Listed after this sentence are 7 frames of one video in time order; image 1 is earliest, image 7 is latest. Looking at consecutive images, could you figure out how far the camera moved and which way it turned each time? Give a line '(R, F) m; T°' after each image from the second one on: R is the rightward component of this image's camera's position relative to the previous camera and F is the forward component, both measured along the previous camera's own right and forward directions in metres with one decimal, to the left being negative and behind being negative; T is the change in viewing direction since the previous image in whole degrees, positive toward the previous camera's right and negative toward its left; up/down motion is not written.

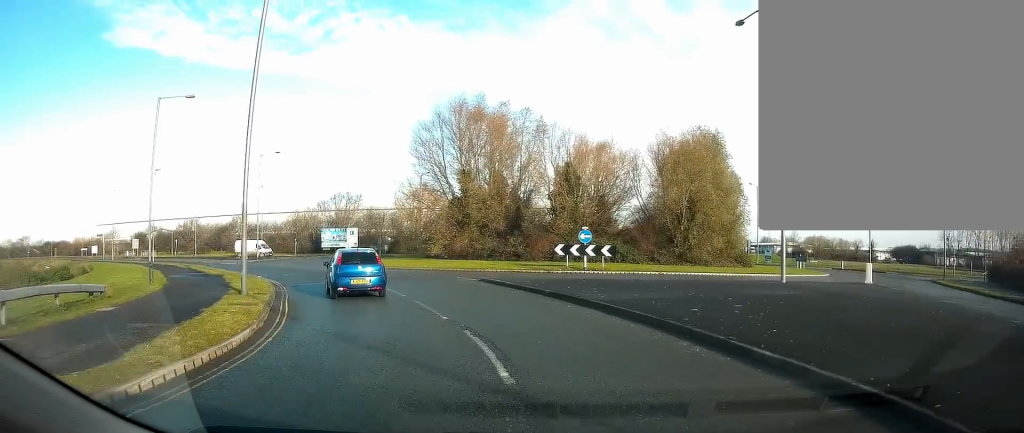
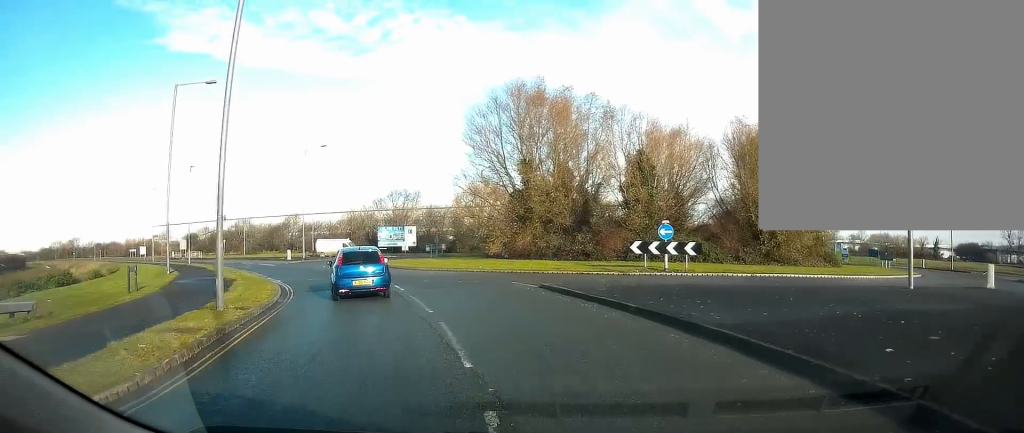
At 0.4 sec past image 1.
(0.0, +5.1) m; -3°
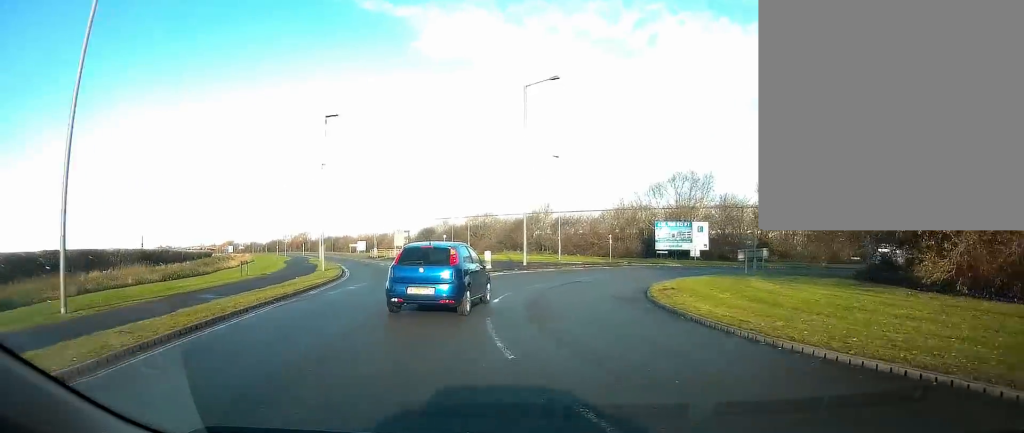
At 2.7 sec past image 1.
(-6.0, +25.4) m; -26°
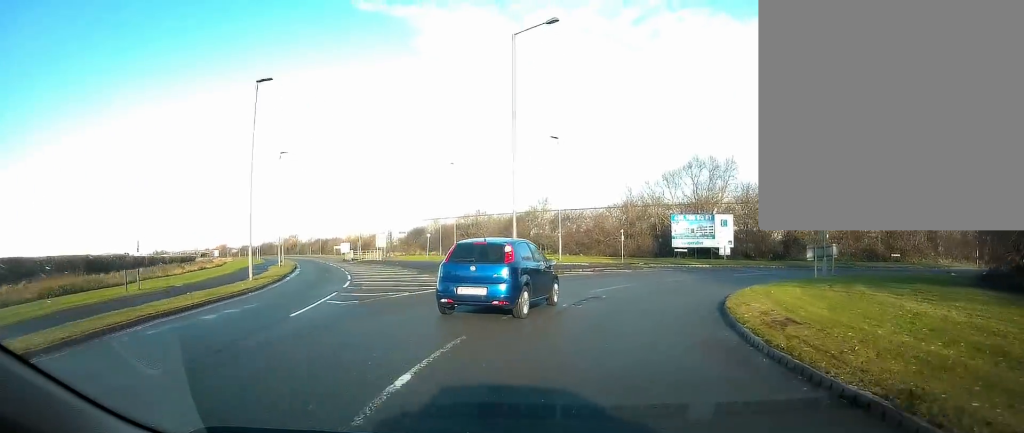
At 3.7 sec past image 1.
(-0.8, +10.4) m; -7°
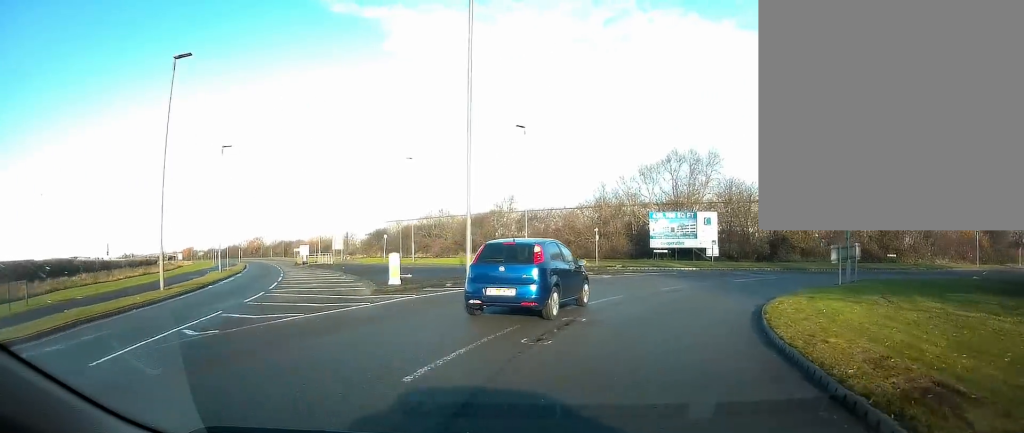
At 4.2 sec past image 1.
(-0.2, +5.8) m; -2°
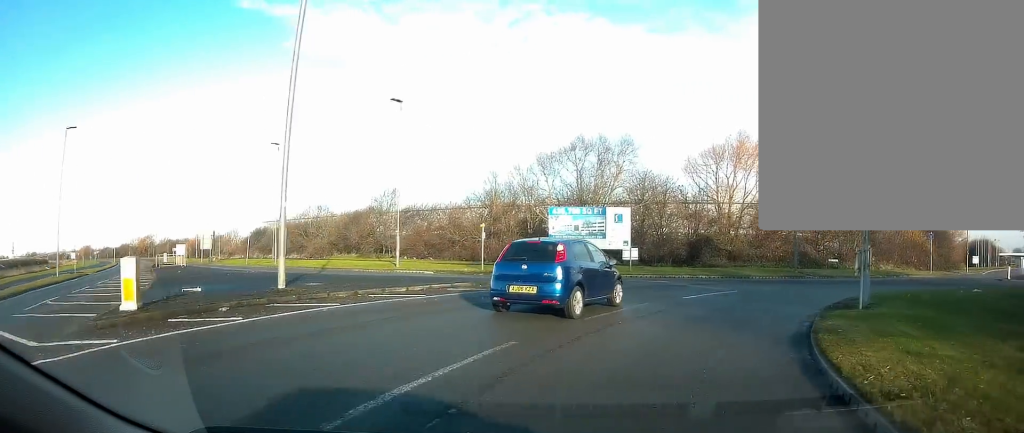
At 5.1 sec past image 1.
(-0.1, +8.9) m; +4°
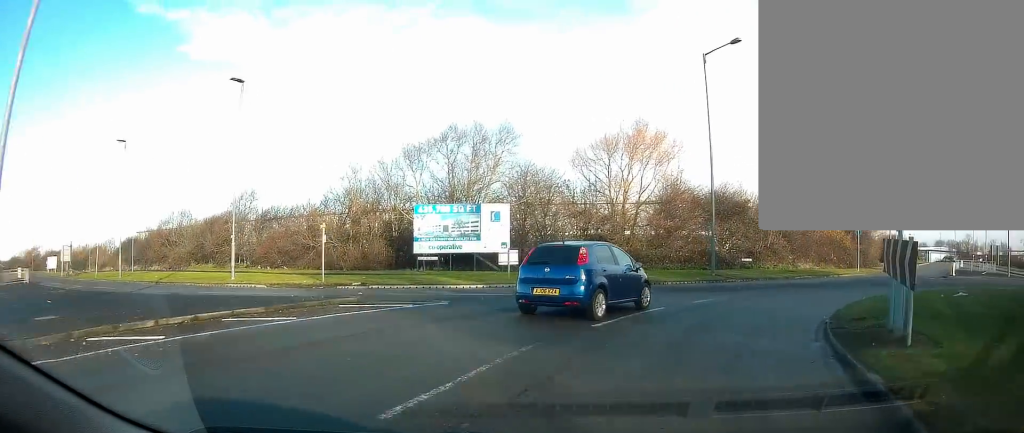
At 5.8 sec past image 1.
(+0.4, +6.6) m; +7°
